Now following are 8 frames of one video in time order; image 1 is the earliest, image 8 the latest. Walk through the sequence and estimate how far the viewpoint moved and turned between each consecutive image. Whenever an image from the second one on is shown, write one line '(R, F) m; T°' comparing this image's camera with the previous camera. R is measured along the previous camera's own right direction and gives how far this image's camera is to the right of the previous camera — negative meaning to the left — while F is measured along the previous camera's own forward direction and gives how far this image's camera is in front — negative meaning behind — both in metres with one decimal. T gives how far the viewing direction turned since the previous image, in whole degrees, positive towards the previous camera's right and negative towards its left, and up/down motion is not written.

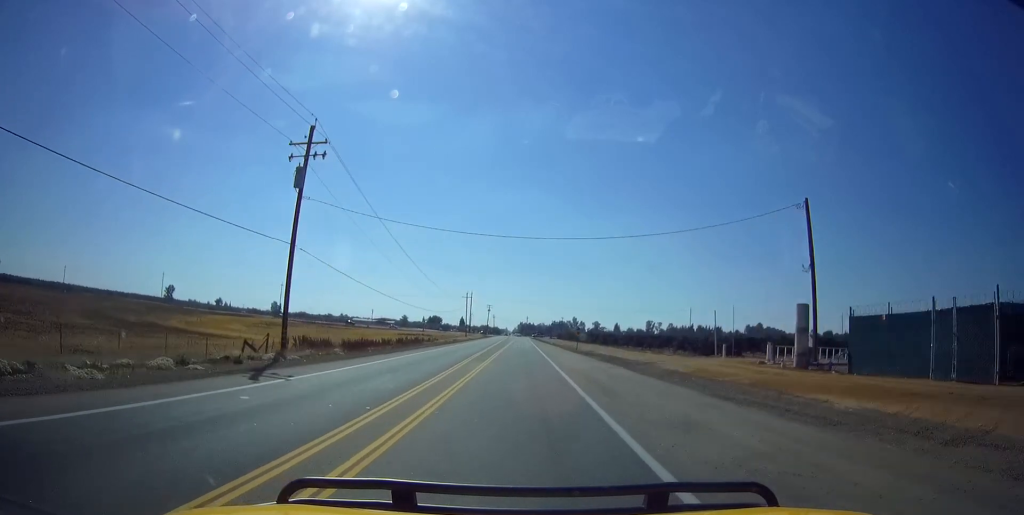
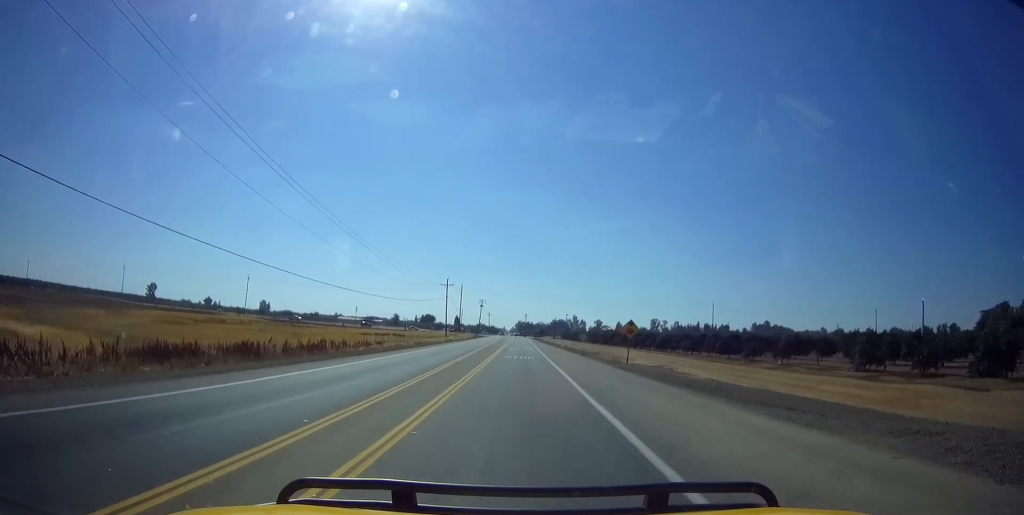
(-0.6, +31.8) m; -1°
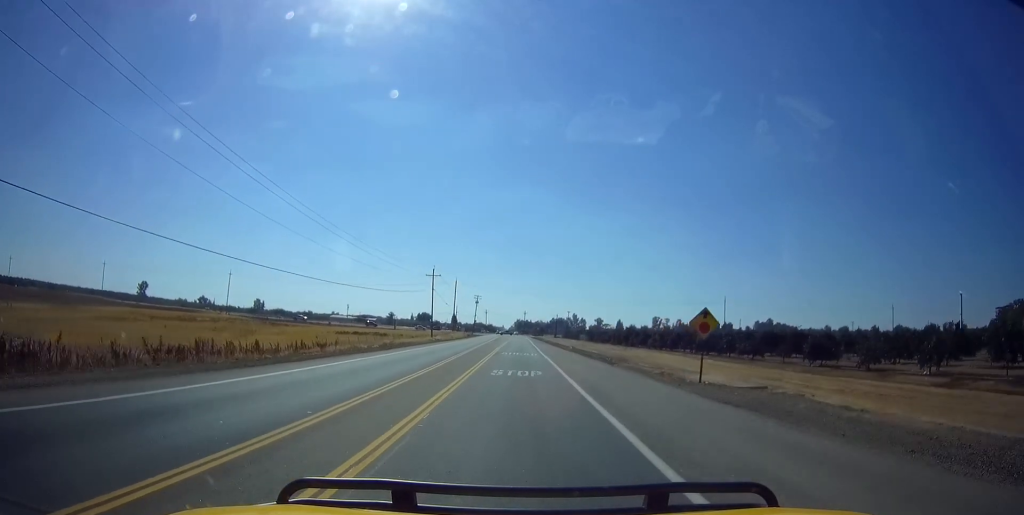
(-0.2, +14.5) m; 0°
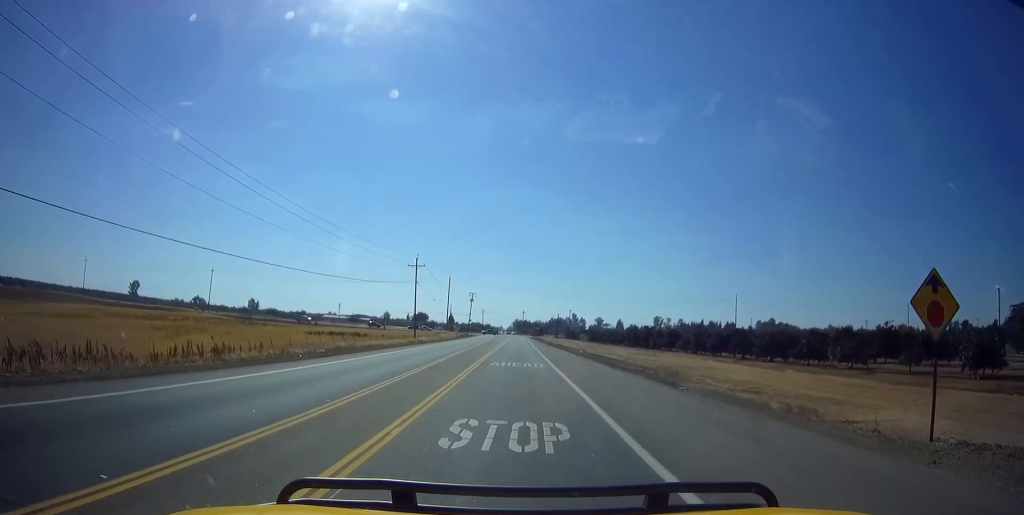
(+0.2, +12.7) m; 0°
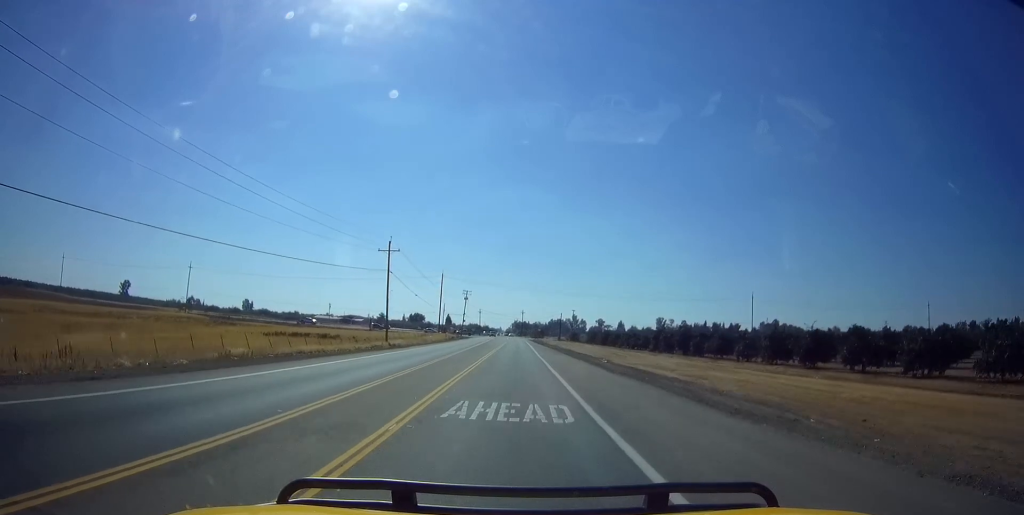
(+0.1, +15.1) m; 0°
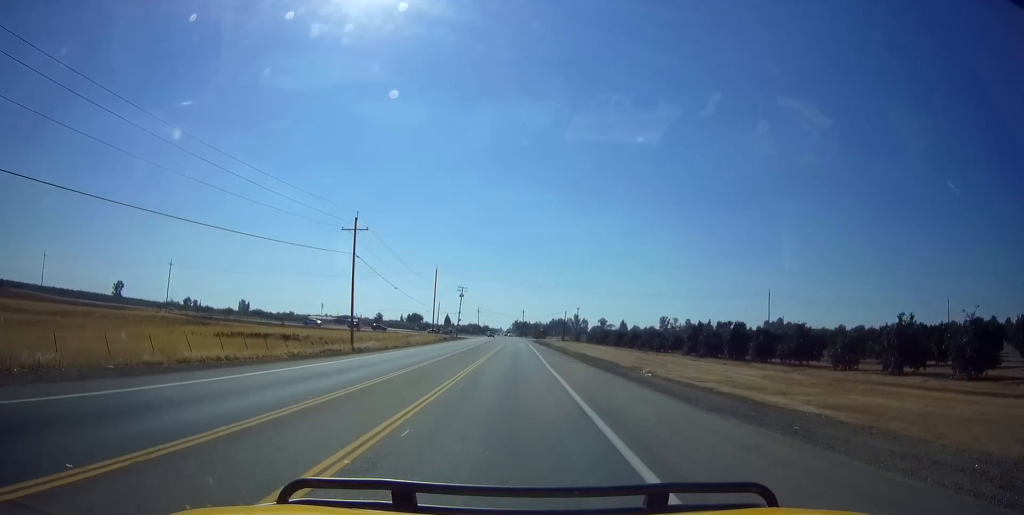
(-0.2, +12.6) m; 0°
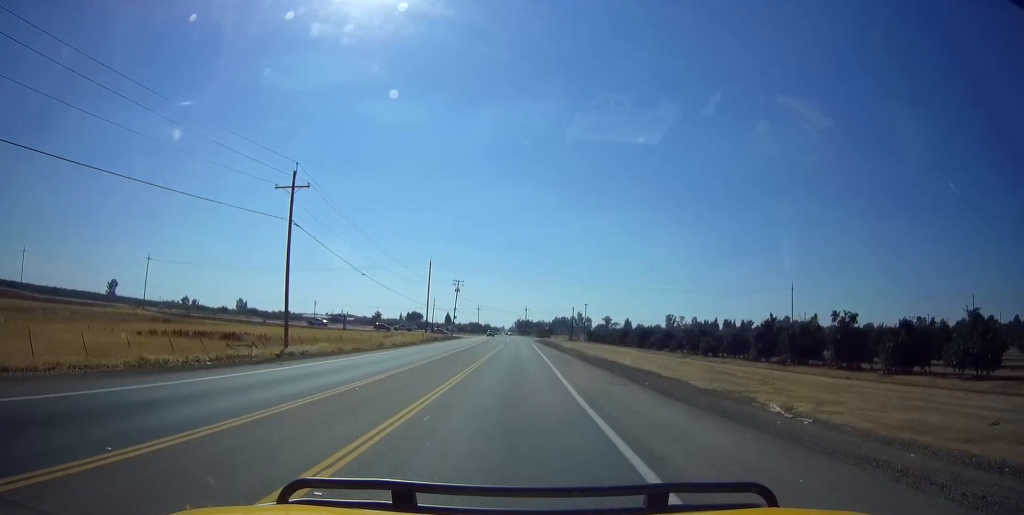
(+0.3, +13.6) m; 0°
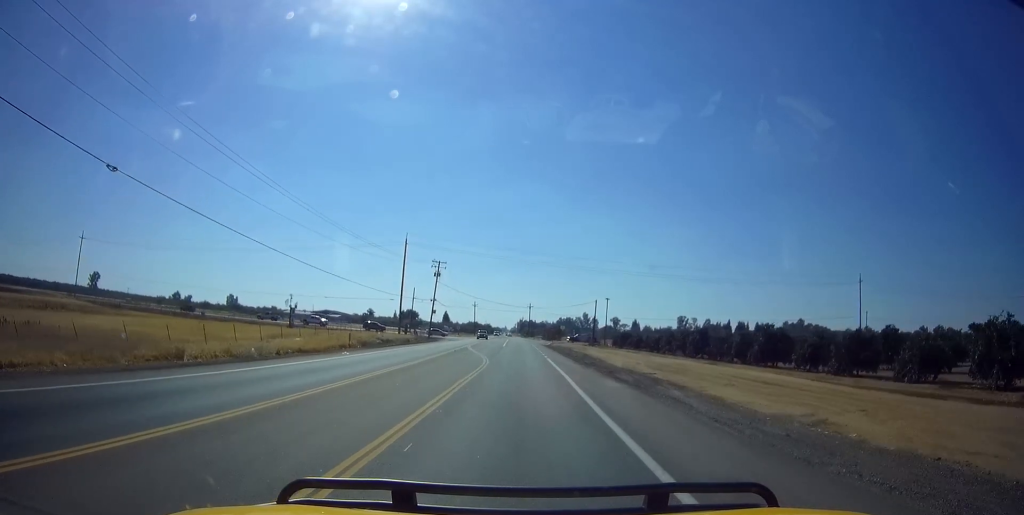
(-0.2, +32.8) m; 0°
